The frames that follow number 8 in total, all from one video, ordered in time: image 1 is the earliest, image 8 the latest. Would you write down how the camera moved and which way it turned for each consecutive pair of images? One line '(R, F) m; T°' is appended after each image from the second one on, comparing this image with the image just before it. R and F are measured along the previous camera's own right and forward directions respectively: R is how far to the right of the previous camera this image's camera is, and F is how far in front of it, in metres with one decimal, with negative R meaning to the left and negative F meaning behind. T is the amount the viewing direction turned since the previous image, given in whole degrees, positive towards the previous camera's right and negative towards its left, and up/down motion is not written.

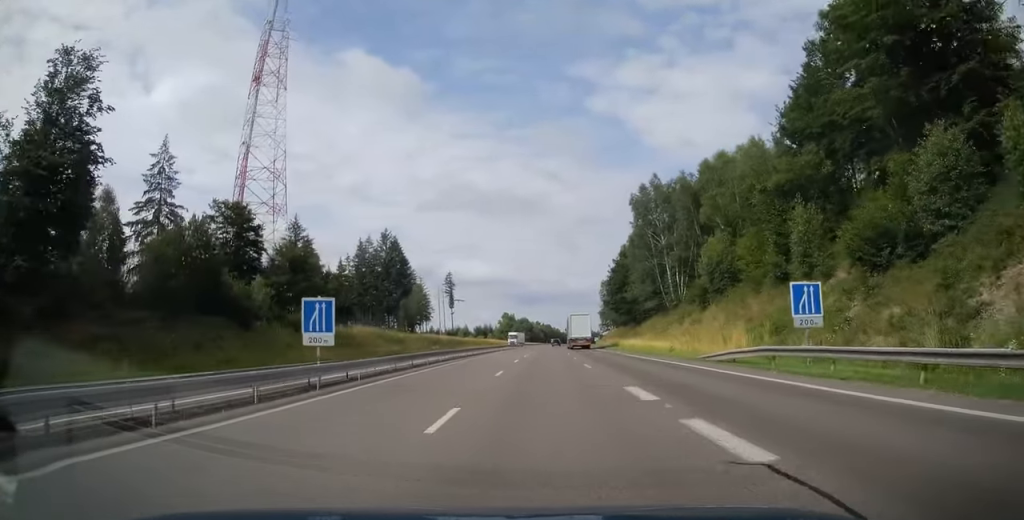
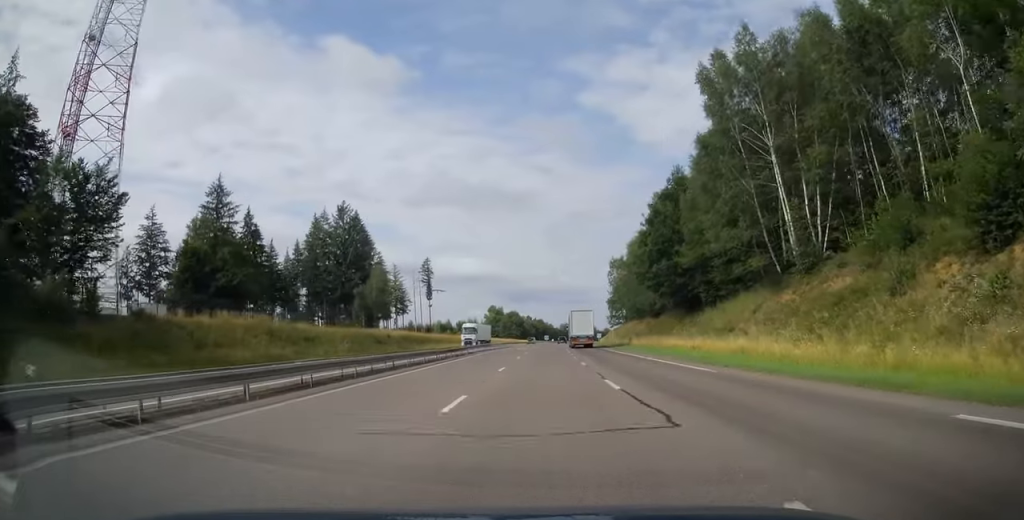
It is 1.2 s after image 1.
(+0.2, +36.1) m; +1°
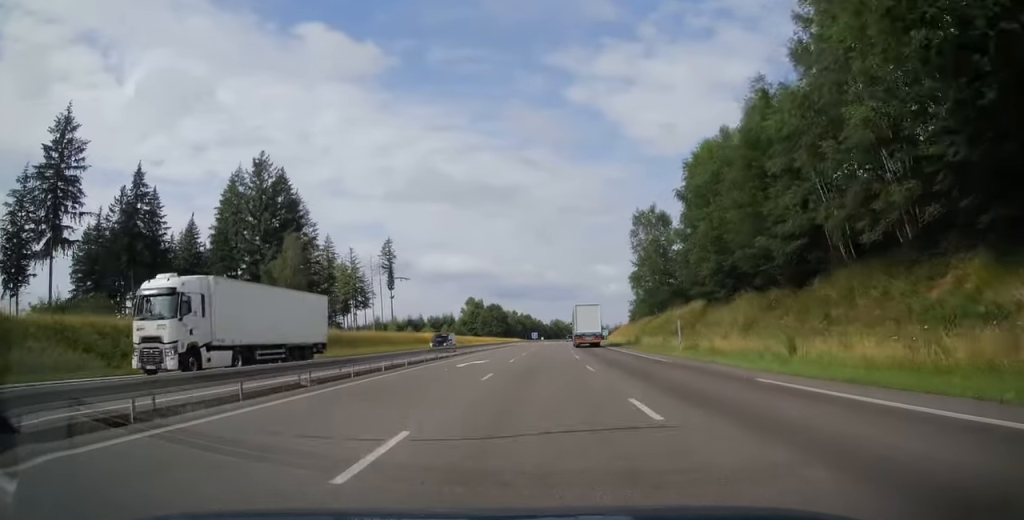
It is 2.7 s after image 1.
(+0.8, +43.3) m; +2°
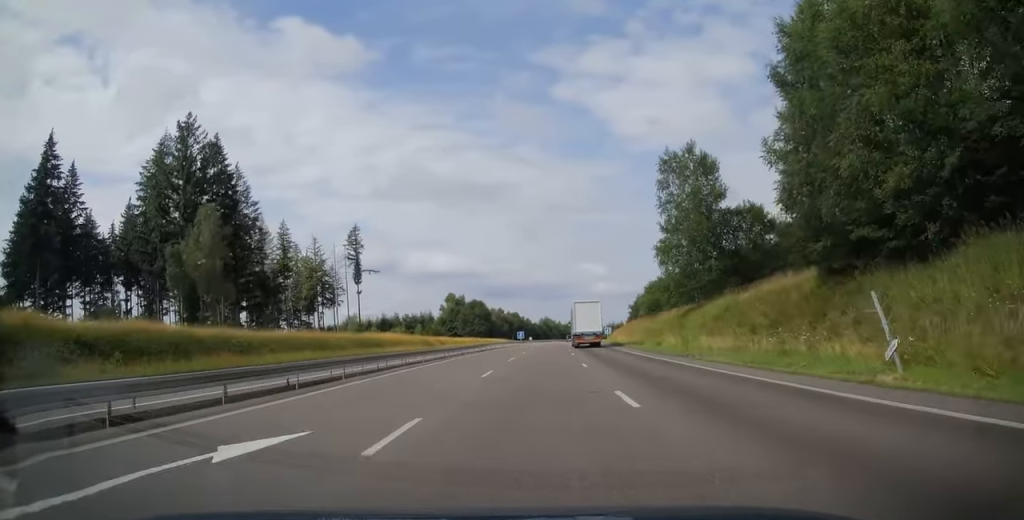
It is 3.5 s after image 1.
(+0.3, +24.2) m; +1°
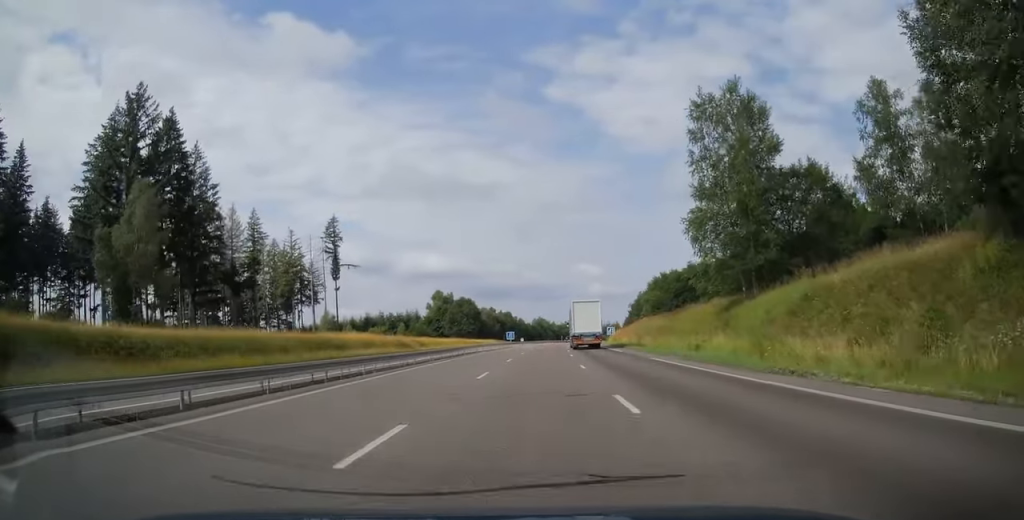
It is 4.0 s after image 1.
(0.0, +13.6) m; 0°
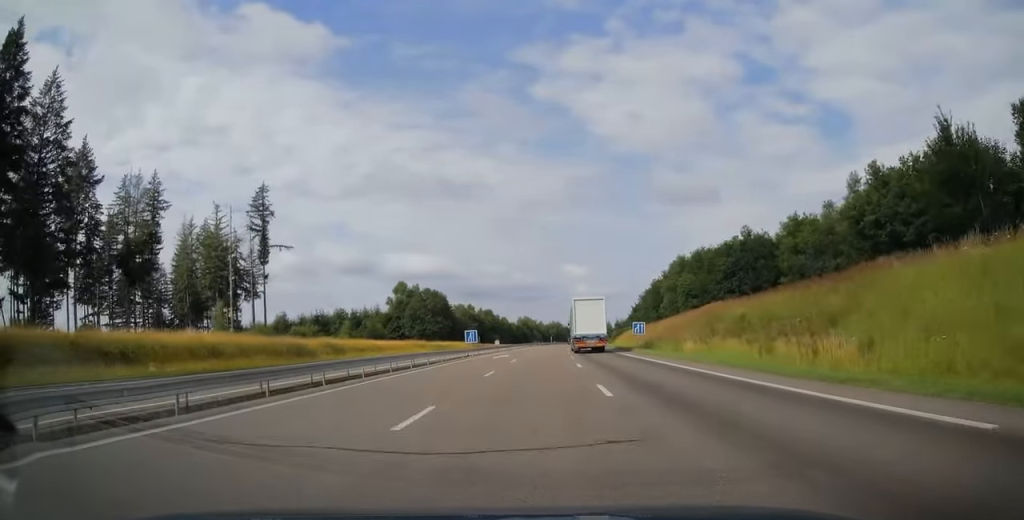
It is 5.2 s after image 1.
(+0.2, +36.1) m; +1°
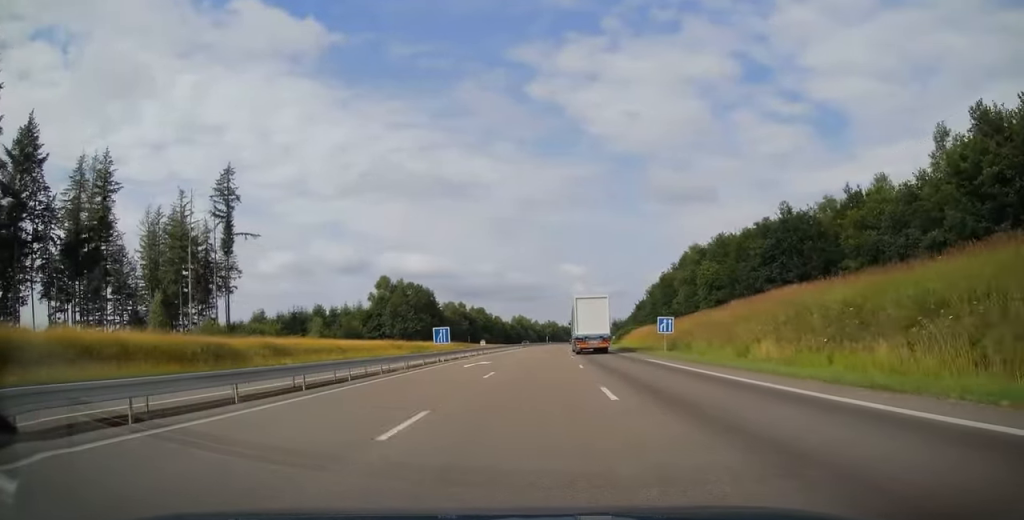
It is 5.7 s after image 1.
(+0.1, +13.6) m; +1°
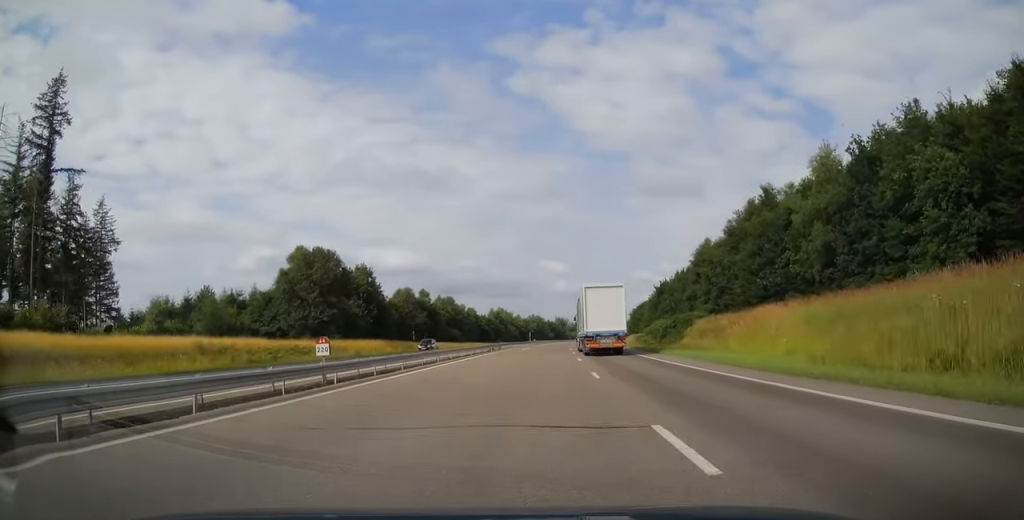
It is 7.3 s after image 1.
(+0.6, +45.8) m; +2°
